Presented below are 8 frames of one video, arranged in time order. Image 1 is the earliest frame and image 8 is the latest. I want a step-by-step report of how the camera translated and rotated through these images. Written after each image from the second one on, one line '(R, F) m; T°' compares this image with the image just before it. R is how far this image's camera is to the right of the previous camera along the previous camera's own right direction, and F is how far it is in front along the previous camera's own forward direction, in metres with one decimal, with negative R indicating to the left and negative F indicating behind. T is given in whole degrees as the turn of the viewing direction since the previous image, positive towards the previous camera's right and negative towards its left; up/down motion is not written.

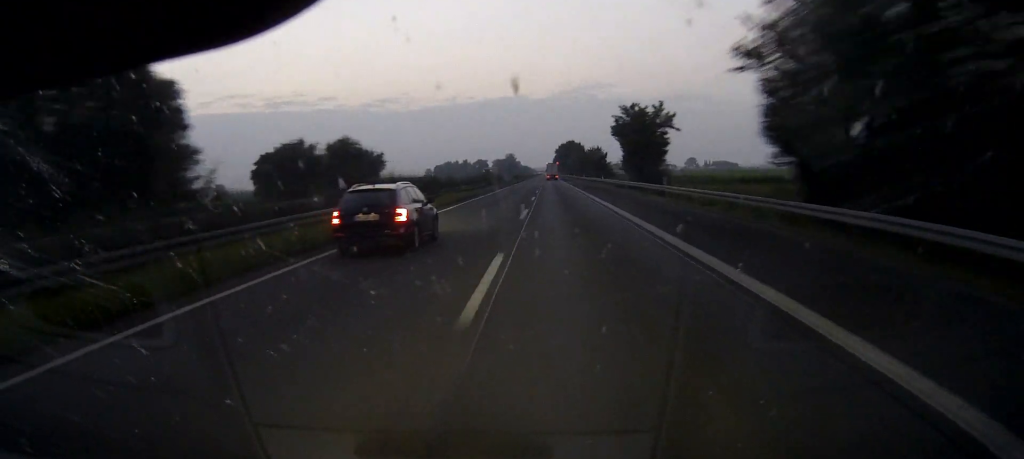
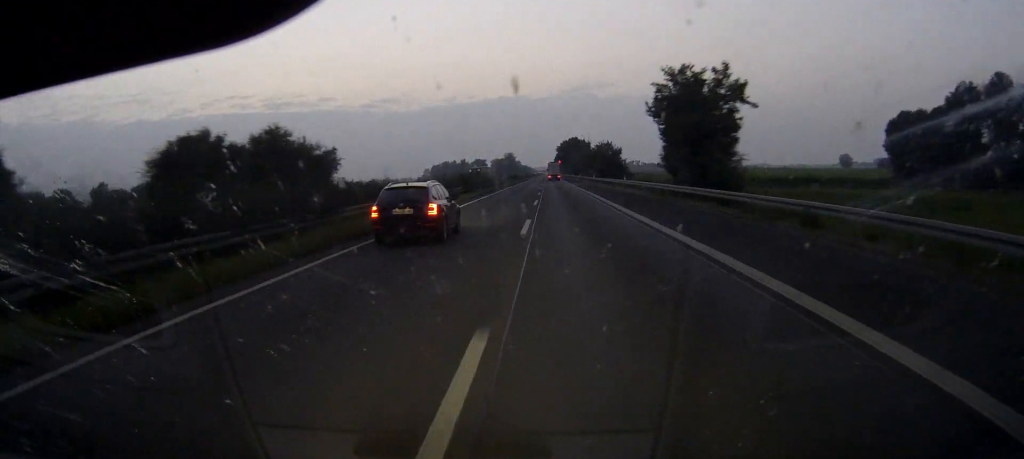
(0.0, +24.5) m; 0°
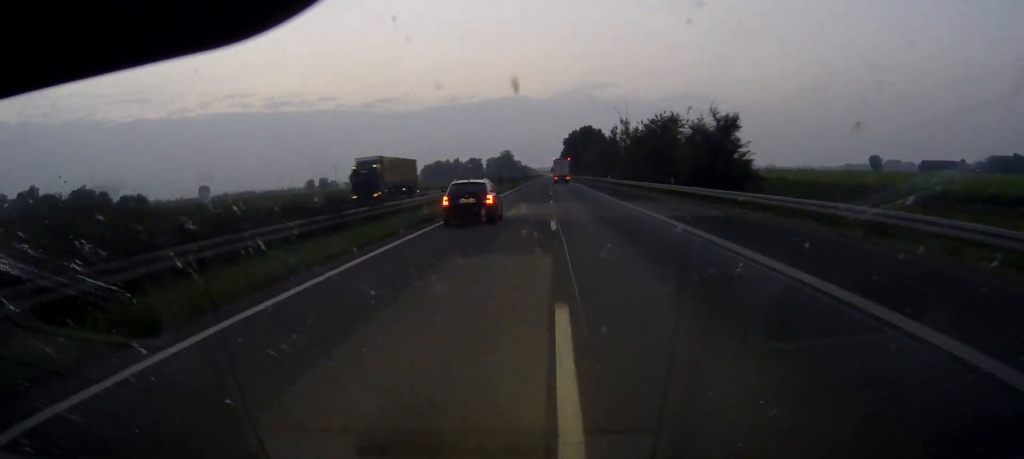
(-0.1, +70.4) m; 0°
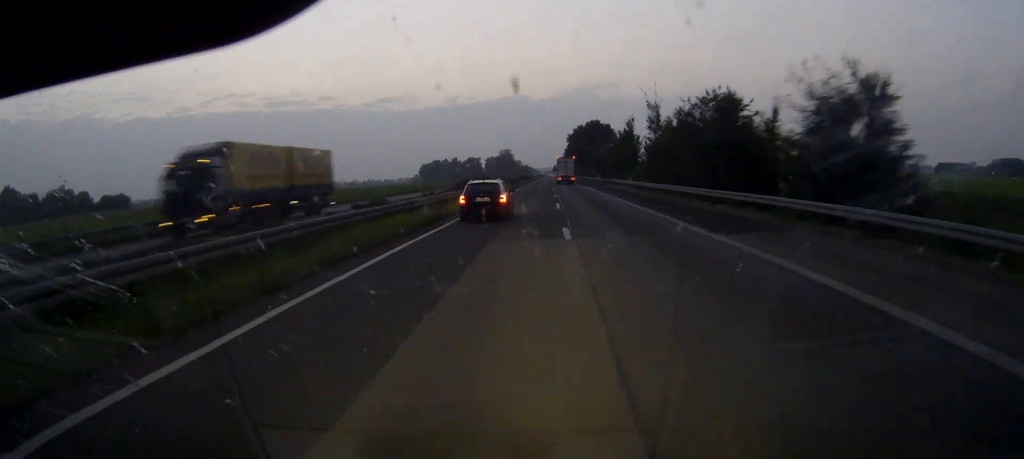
(0.0, +23.0) m; 0°
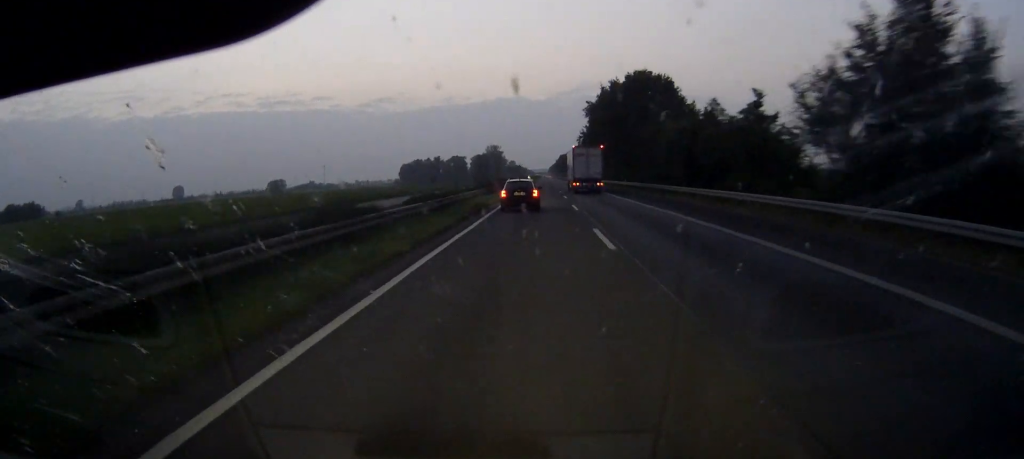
(+0.2, +90.6) m; 0°
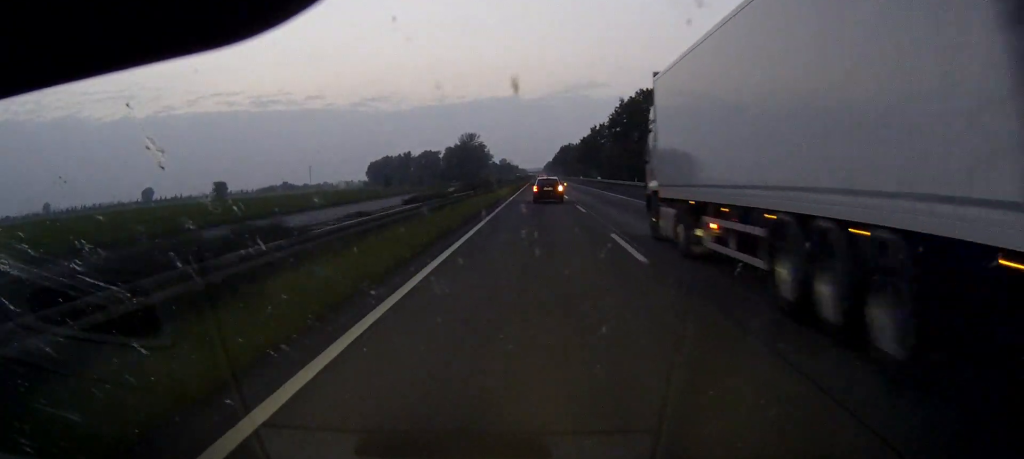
(+0.4, +111.1) m; 0°
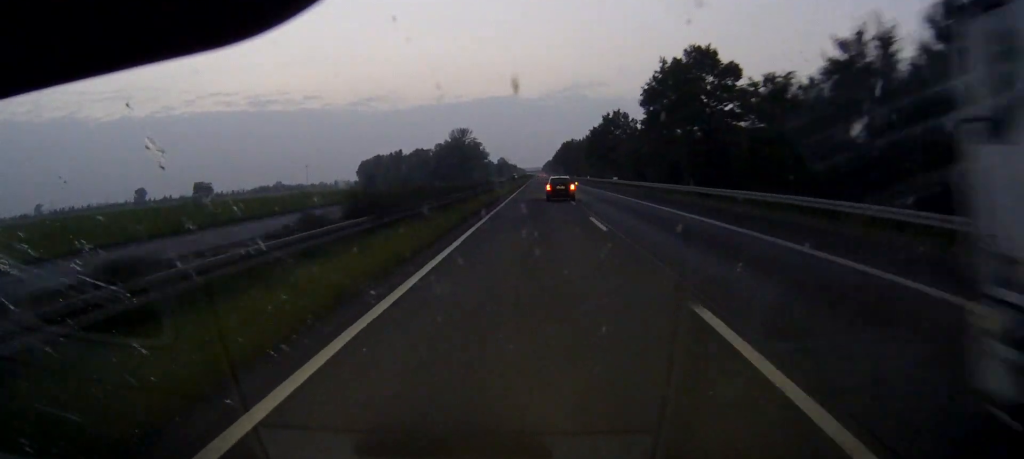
(0.0, +28.9) m; 0°
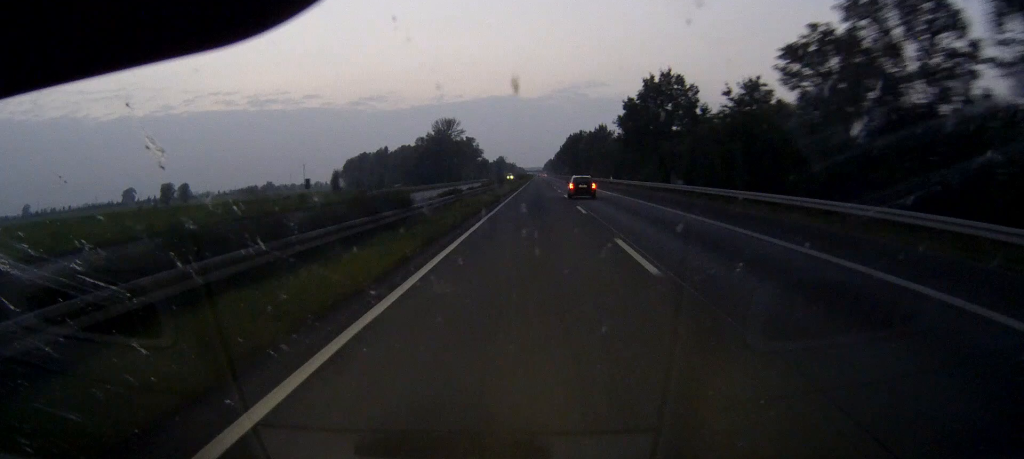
(0.0, +45.2) m; 0°
